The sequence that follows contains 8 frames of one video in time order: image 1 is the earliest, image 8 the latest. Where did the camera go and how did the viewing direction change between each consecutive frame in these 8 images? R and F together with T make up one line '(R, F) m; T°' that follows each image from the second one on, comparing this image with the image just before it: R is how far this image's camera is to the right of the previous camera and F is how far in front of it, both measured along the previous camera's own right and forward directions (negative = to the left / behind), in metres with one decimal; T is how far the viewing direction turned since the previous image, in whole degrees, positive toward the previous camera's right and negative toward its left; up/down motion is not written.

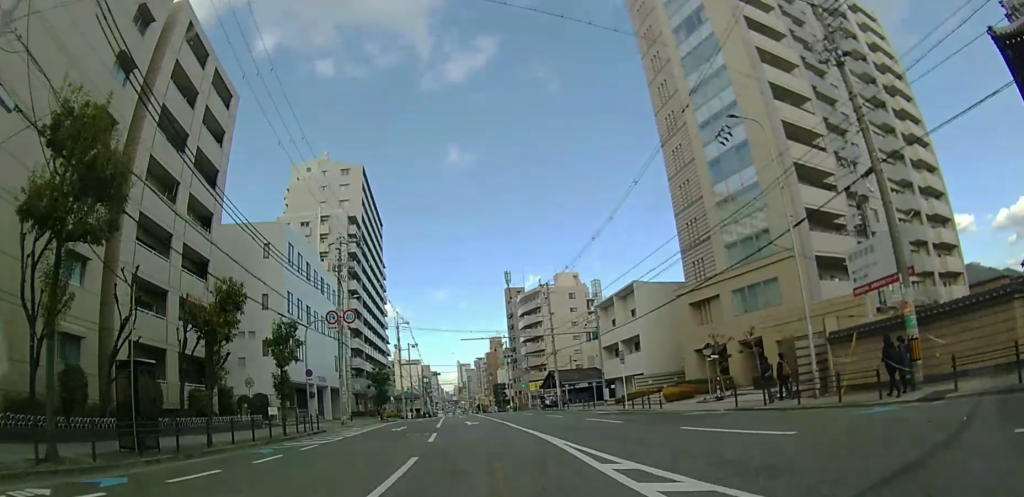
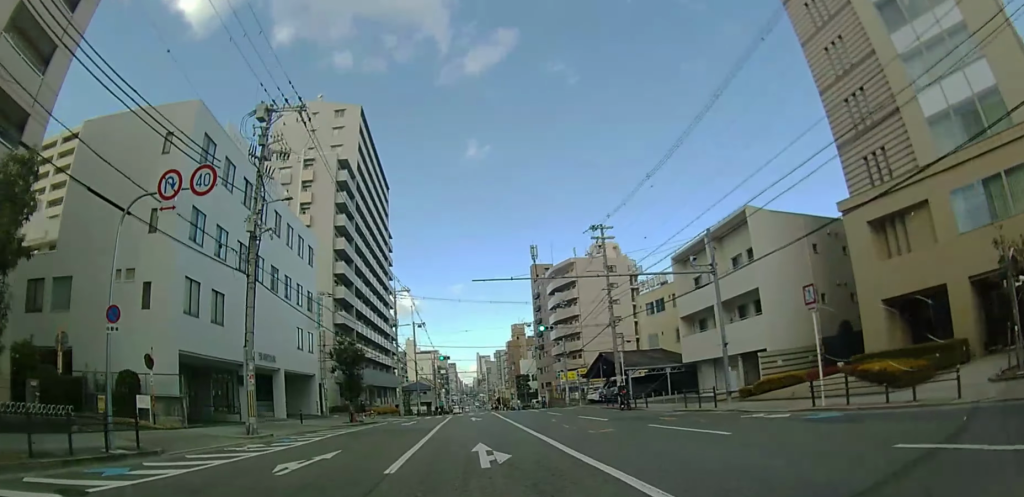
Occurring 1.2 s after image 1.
(0.0, +17.9) m; 0°
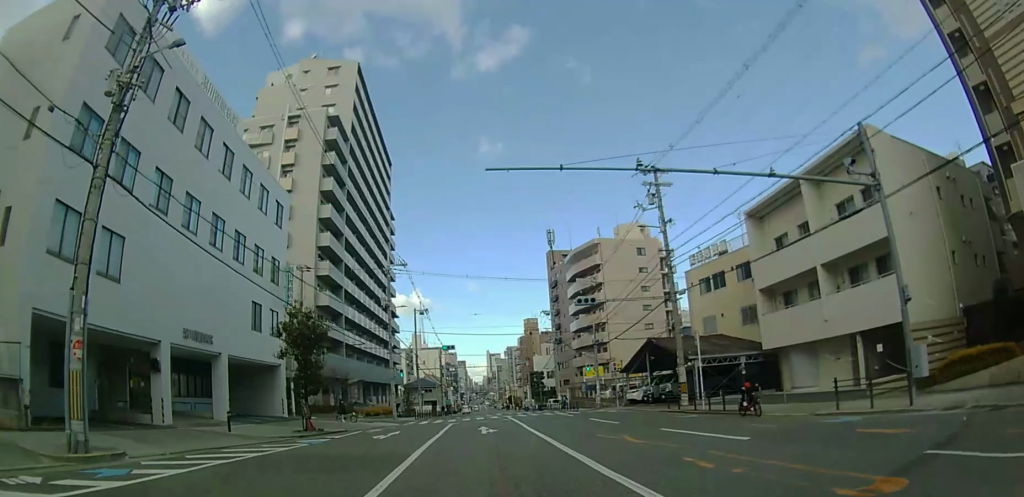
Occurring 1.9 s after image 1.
(0.0, +10.7) m; -1°
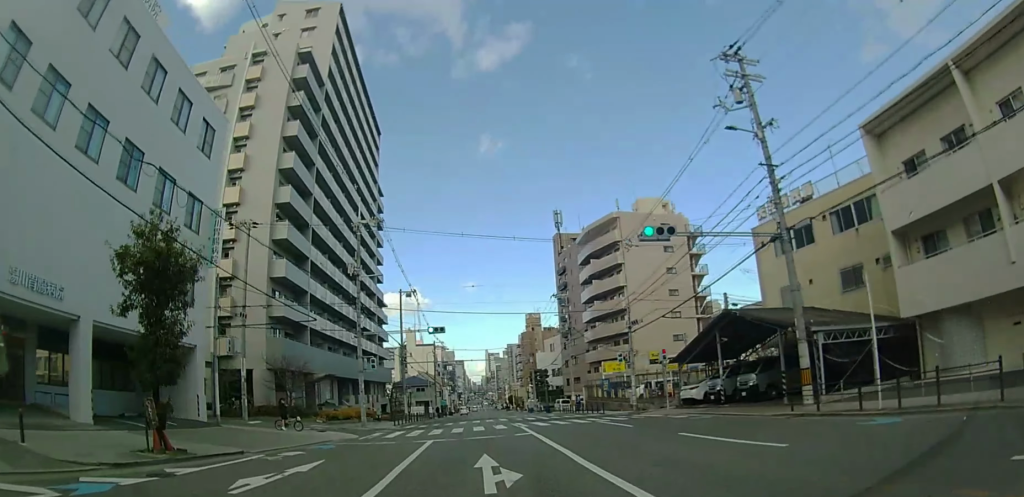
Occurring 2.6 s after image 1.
(-0.1, +11.6) m; -1°
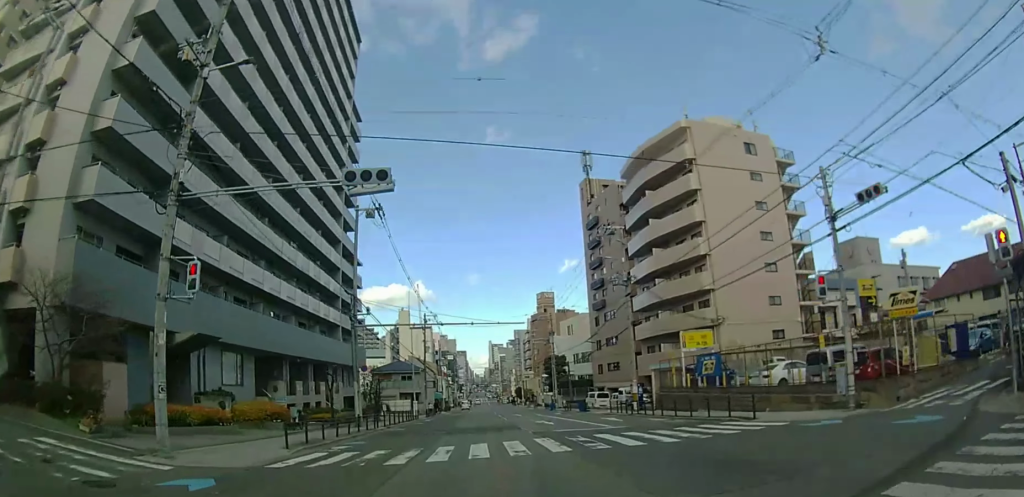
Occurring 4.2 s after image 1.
(-0.2, +23.1) m; 0°
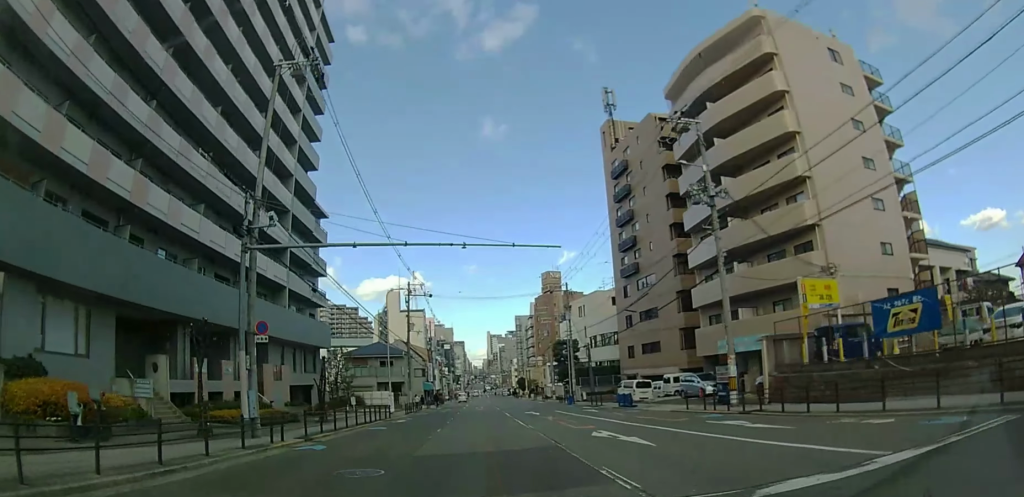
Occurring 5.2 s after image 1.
(+0.1, +15.1) m; 0°
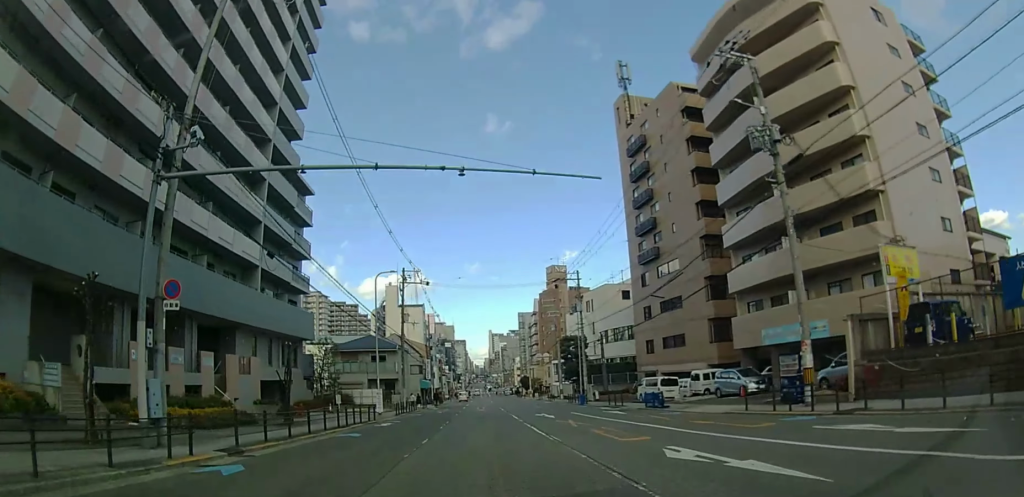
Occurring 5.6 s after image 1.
(0.0, +6.2) m; 0°
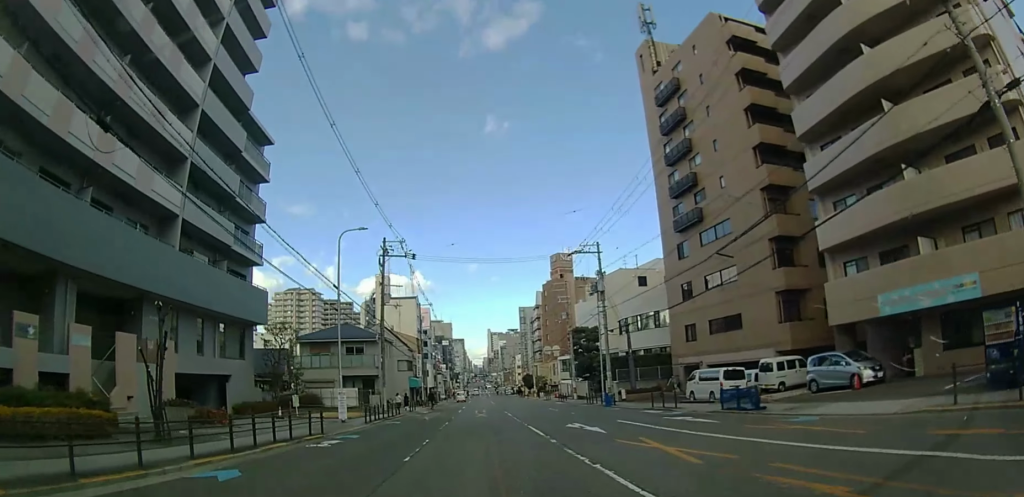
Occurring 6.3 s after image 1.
(0.0, +9.9) m; 0°
